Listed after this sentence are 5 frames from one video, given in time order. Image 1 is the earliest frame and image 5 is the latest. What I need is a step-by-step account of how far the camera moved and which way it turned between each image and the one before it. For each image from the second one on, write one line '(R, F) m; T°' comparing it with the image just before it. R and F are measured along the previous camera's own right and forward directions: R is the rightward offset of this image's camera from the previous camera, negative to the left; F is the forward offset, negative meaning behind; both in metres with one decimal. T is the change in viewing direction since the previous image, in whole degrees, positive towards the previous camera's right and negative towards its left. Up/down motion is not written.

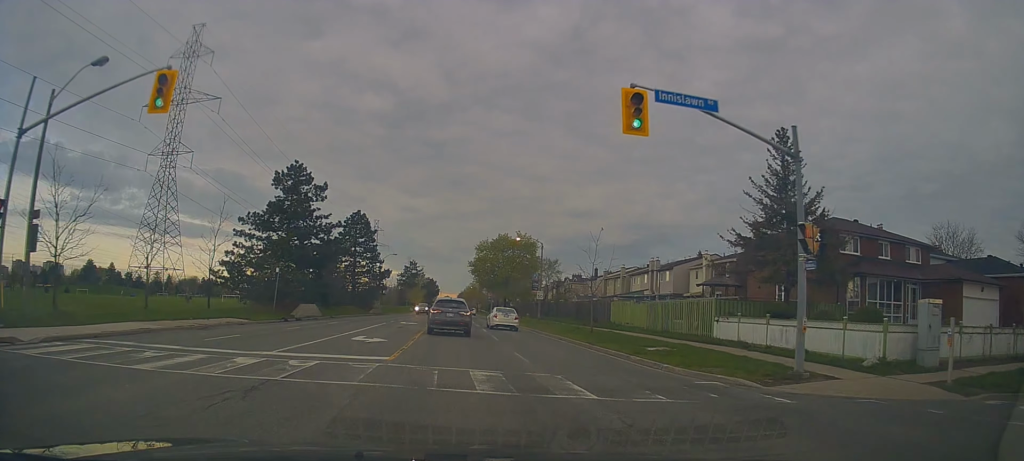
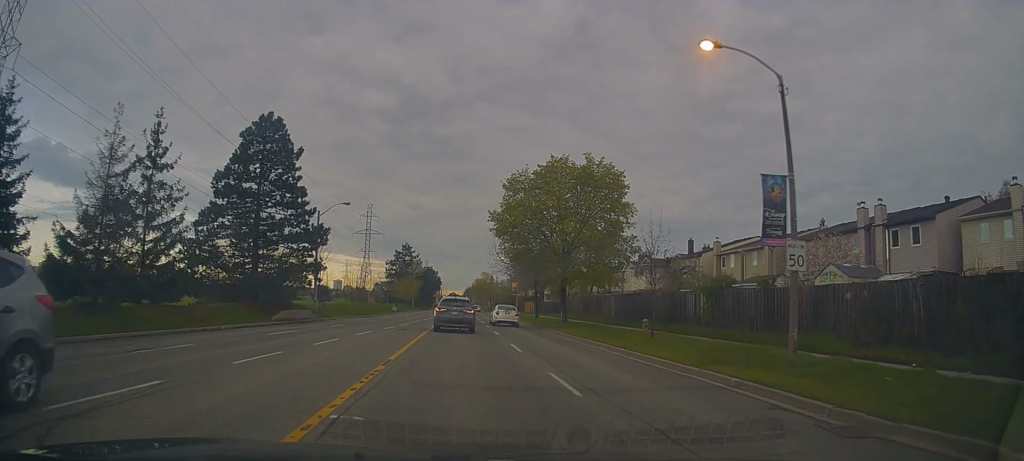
(-0.1, +40.1) m; +2°
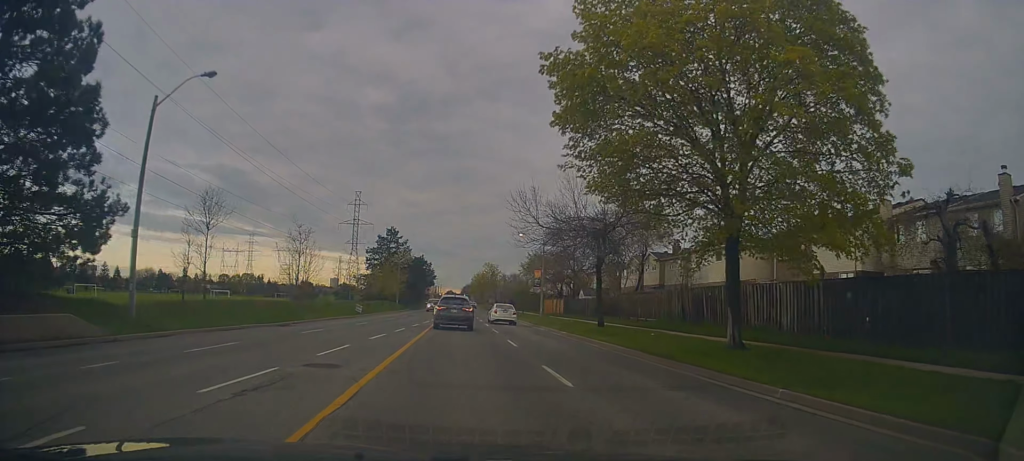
(0.0, +24.8) m; -2°
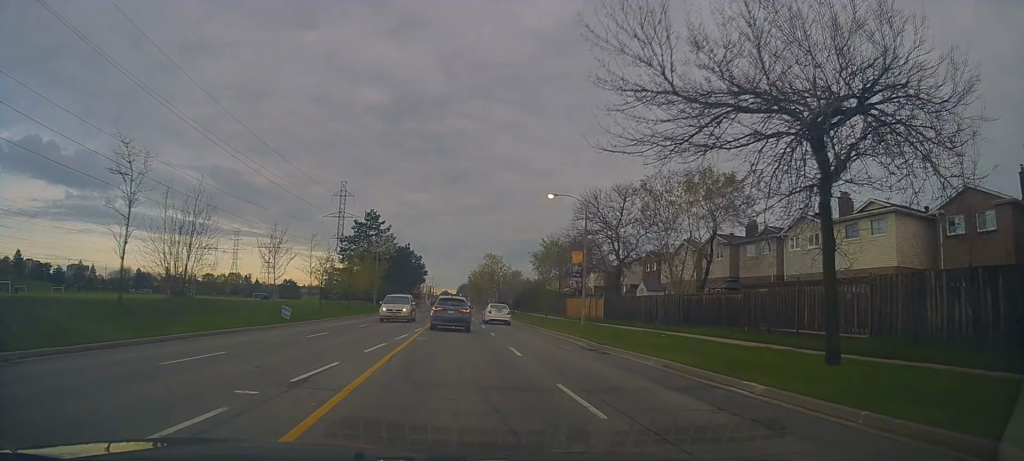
(-0.2, +19.9) m; +1°
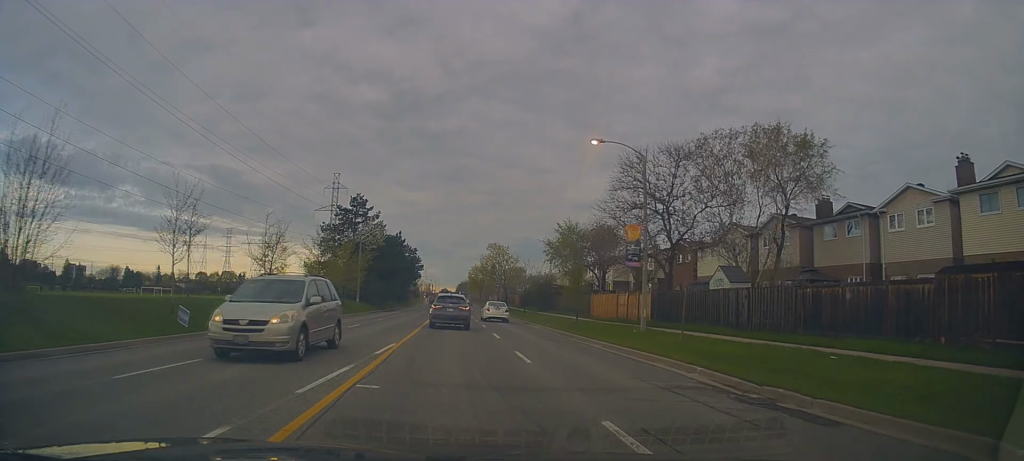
(+0.1, +11.5) m; +1°
